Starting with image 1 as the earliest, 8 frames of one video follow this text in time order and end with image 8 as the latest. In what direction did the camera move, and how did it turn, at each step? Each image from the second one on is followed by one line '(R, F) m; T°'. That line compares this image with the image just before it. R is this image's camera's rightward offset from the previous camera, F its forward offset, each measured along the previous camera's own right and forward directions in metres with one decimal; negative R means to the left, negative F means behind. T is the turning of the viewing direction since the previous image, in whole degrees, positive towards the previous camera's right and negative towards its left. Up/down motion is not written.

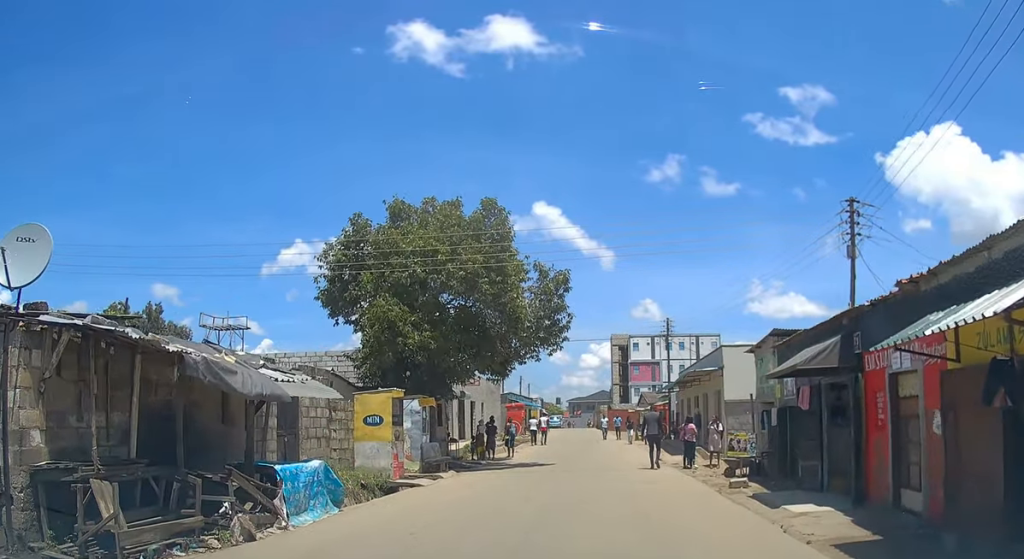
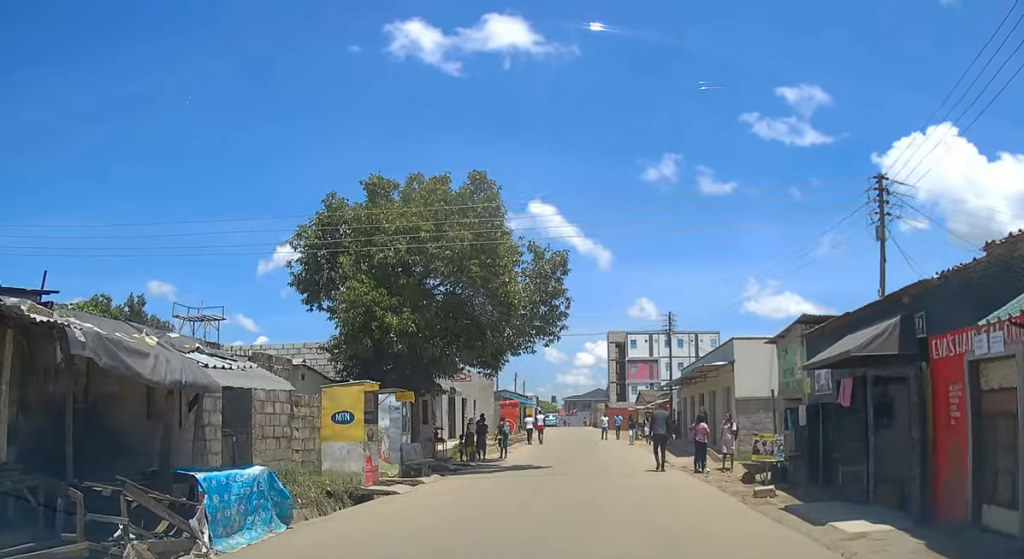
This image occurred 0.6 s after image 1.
(0.0, +2.0) m; 0°
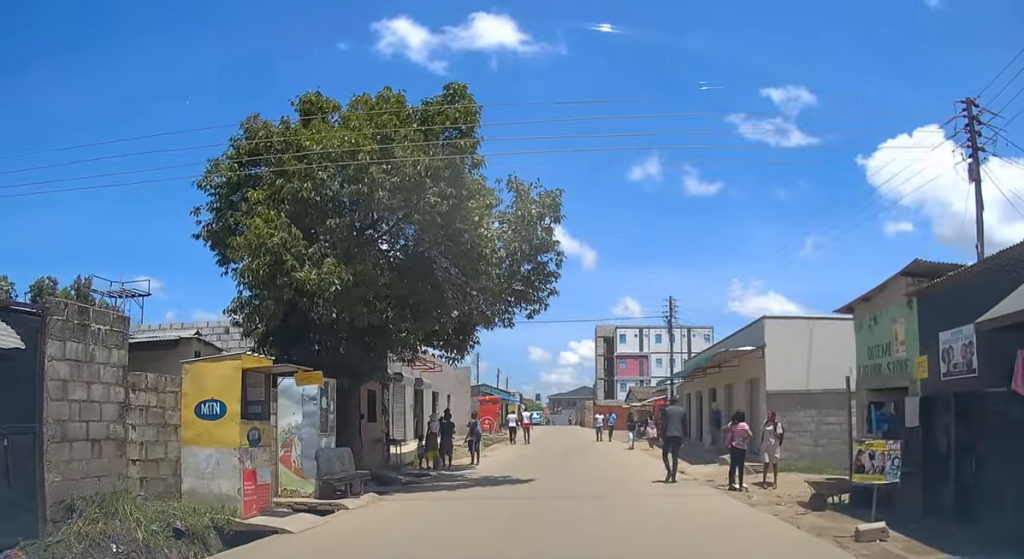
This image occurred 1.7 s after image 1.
(-0.1, +4.9) m; +1°
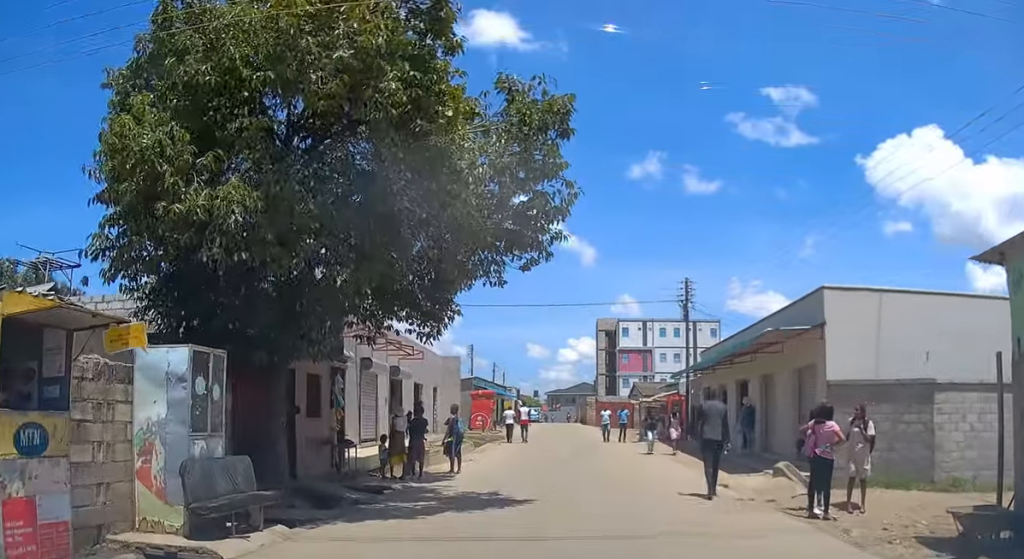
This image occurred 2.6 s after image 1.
(+0.1, +4.4) m; +1°
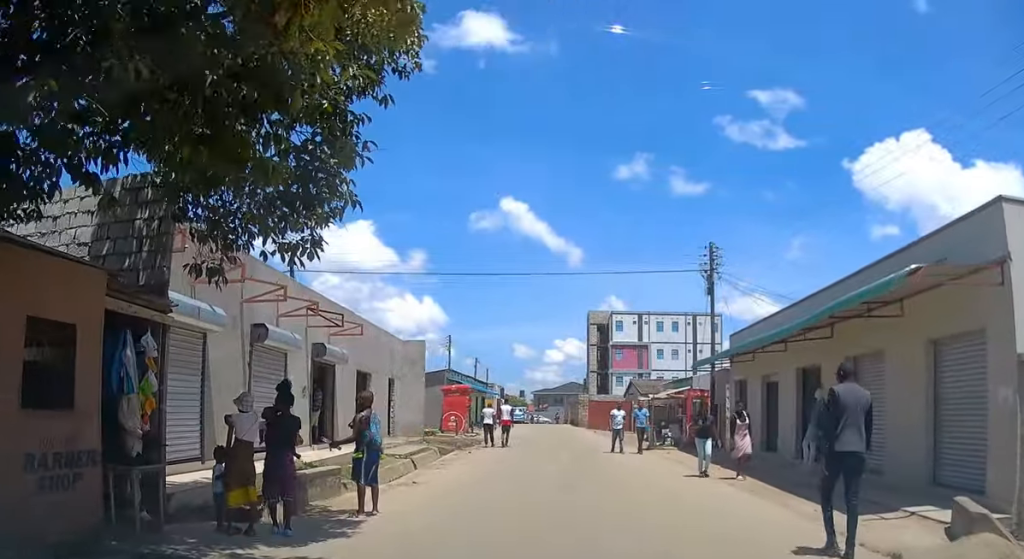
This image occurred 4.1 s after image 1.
(-0.1, +7.5) m; 0°
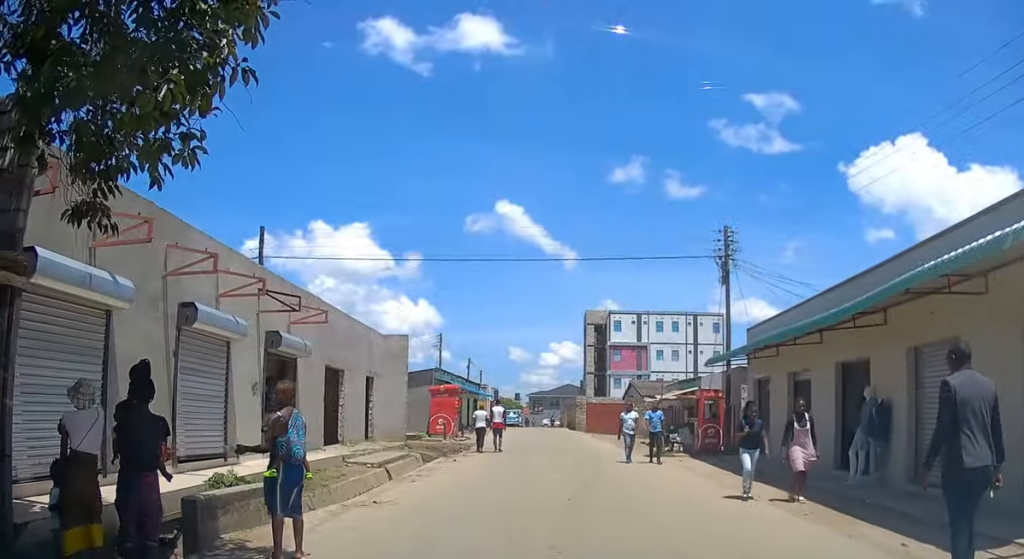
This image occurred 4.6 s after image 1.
(0.0, +2.9) m; +1°
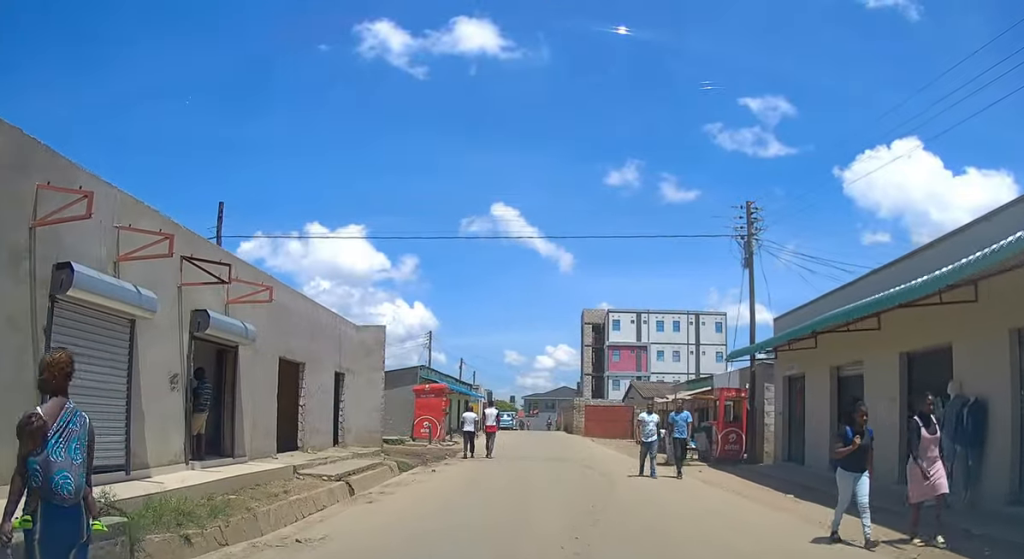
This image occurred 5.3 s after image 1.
(0.0, +3.2) m; 0°
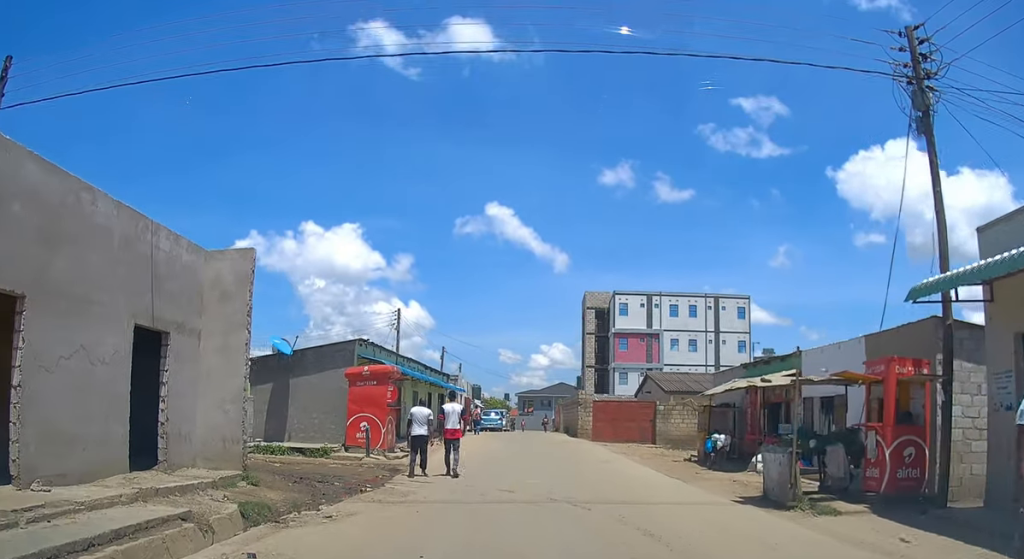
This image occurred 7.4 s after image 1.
(+0.1, +10.5) m; +1°
